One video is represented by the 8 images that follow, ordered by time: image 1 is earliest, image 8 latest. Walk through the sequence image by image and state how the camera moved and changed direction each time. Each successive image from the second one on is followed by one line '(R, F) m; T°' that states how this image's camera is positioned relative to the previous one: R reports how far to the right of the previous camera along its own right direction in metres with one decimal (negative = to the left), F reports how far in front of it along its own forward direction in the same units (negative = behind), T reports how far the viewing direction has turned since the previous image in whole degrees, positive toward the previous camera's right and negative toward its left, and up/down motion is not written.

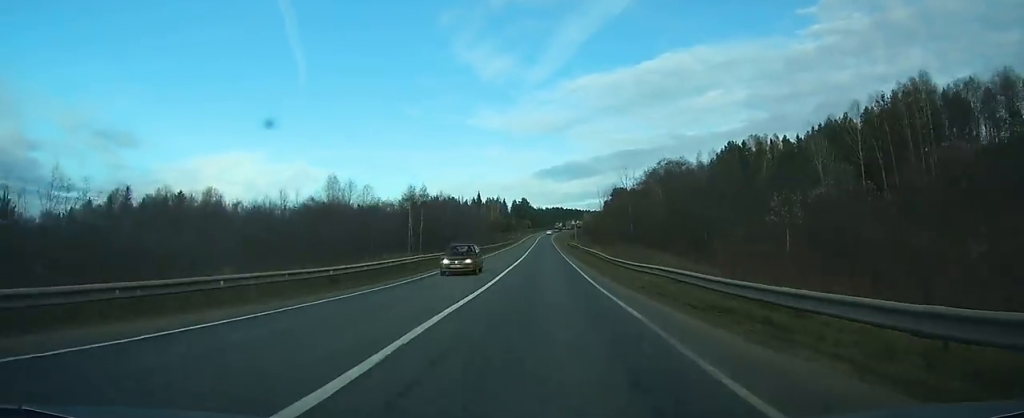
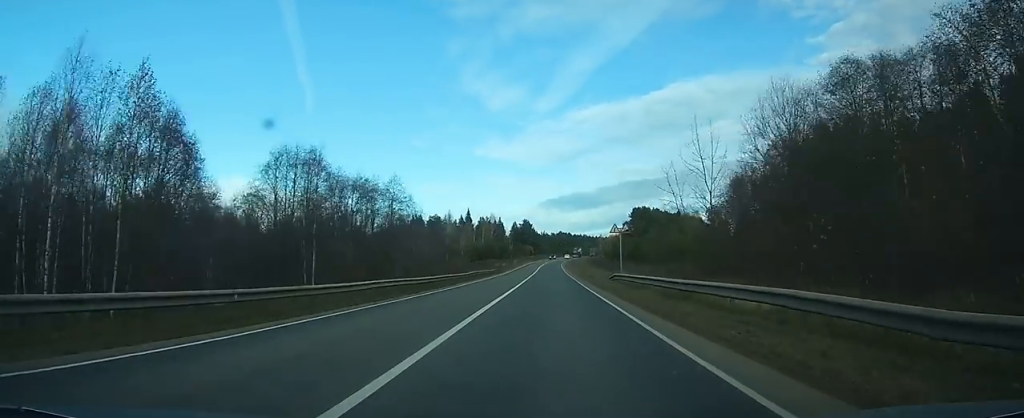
(-0.2, +57.1) m; -1°
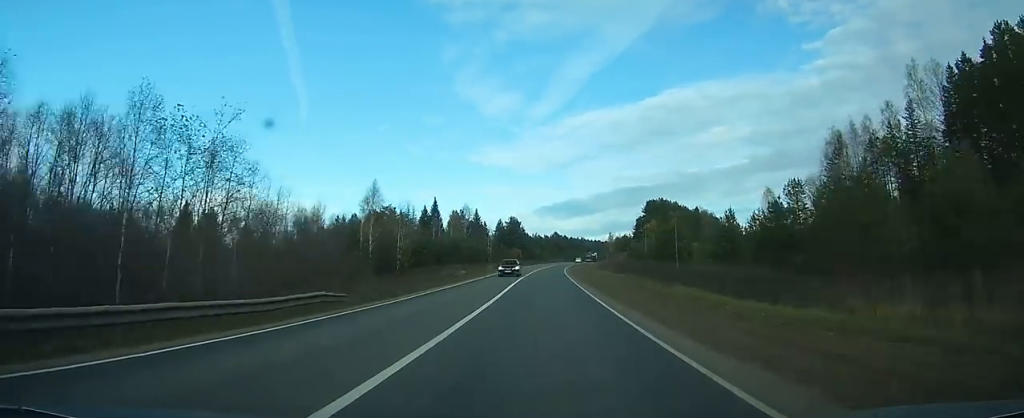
(-0.3, +56.3) m; 0°
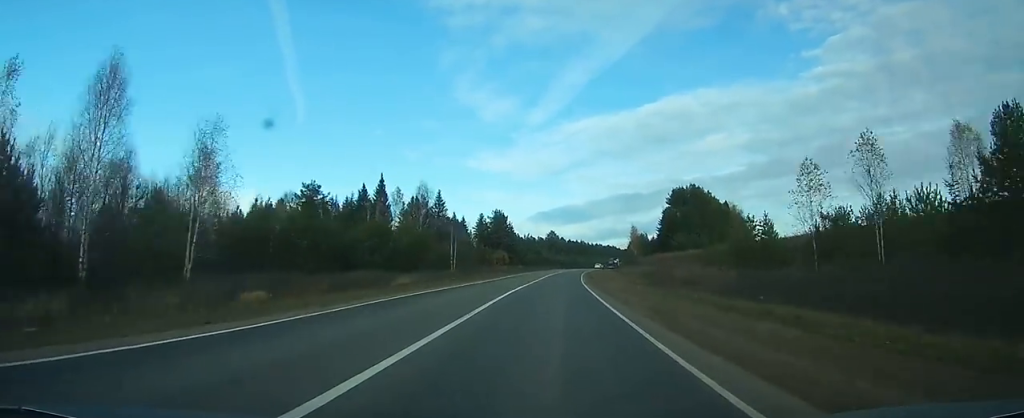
(+0.5, +52.5) m; +1°
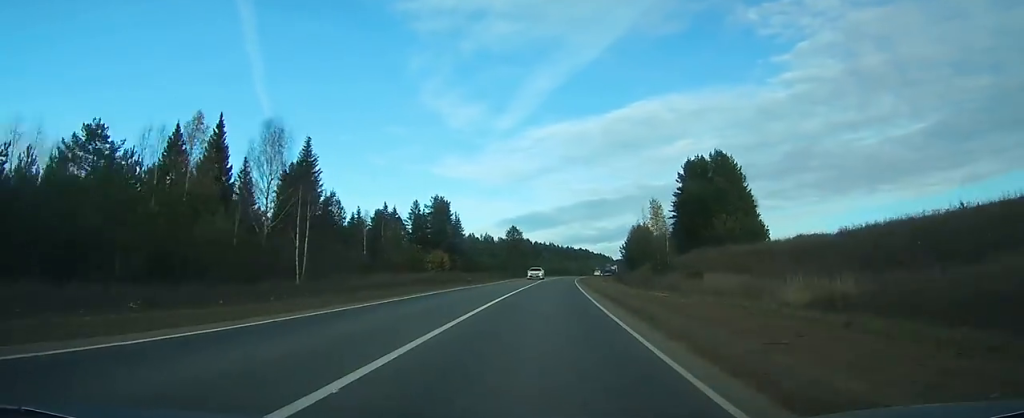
(+0.6, +52.4) m; +2°
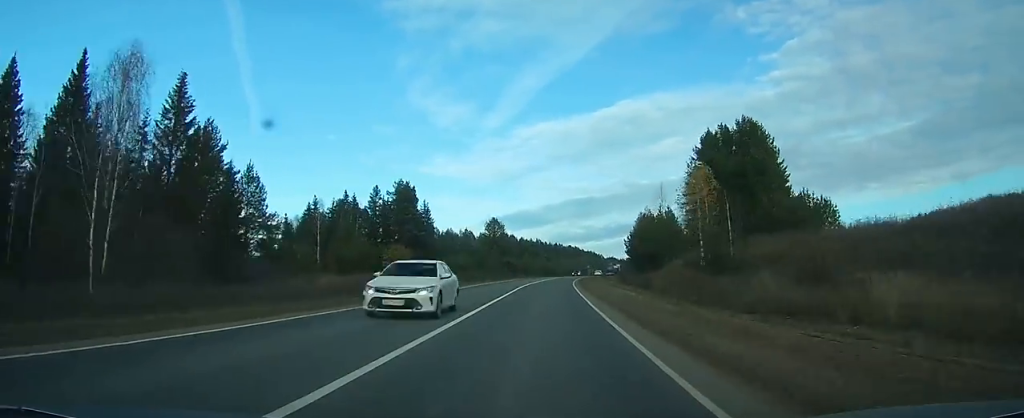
(+0.5, +22.9) m; +1°
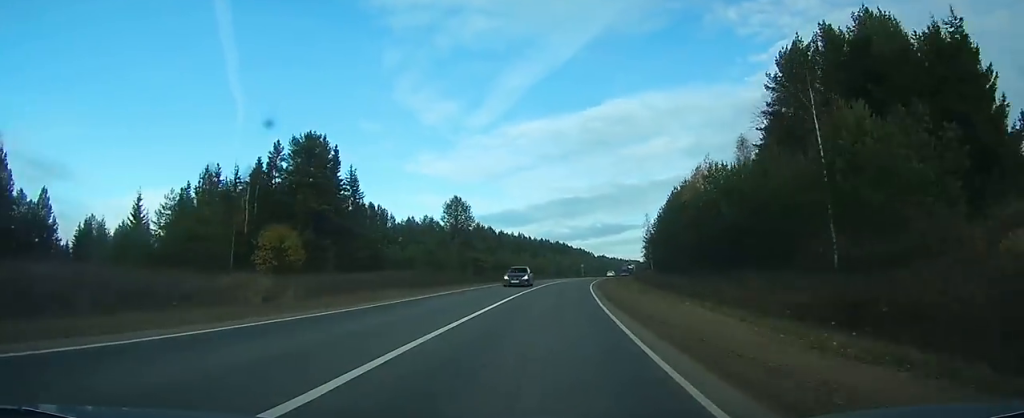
(+0.6, +39.2) m; +2°
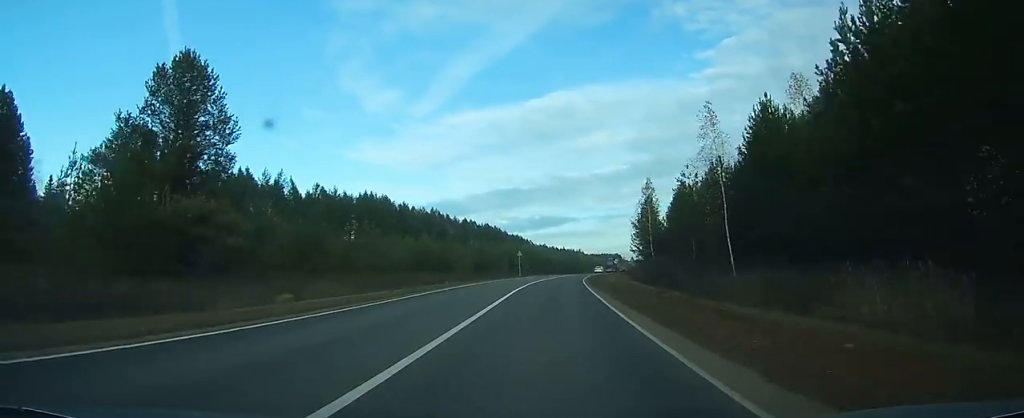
(+2.0, +66.7) m; +4°
